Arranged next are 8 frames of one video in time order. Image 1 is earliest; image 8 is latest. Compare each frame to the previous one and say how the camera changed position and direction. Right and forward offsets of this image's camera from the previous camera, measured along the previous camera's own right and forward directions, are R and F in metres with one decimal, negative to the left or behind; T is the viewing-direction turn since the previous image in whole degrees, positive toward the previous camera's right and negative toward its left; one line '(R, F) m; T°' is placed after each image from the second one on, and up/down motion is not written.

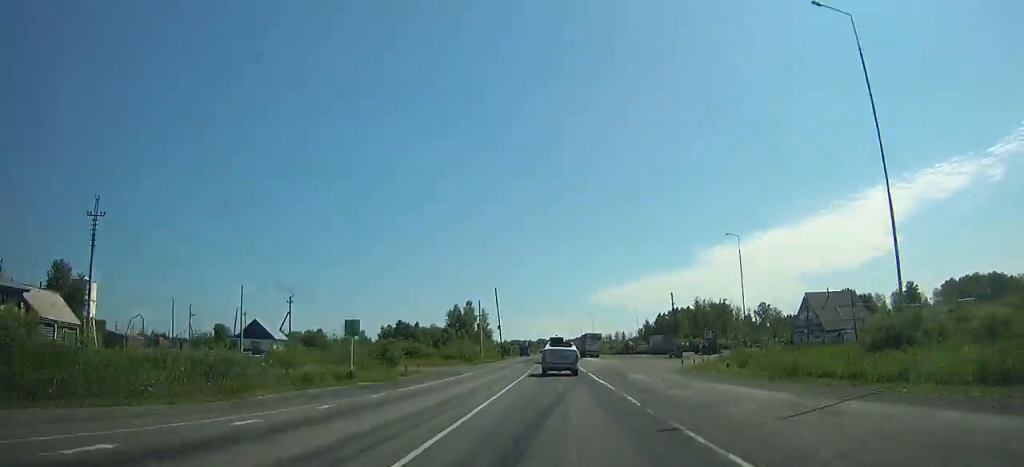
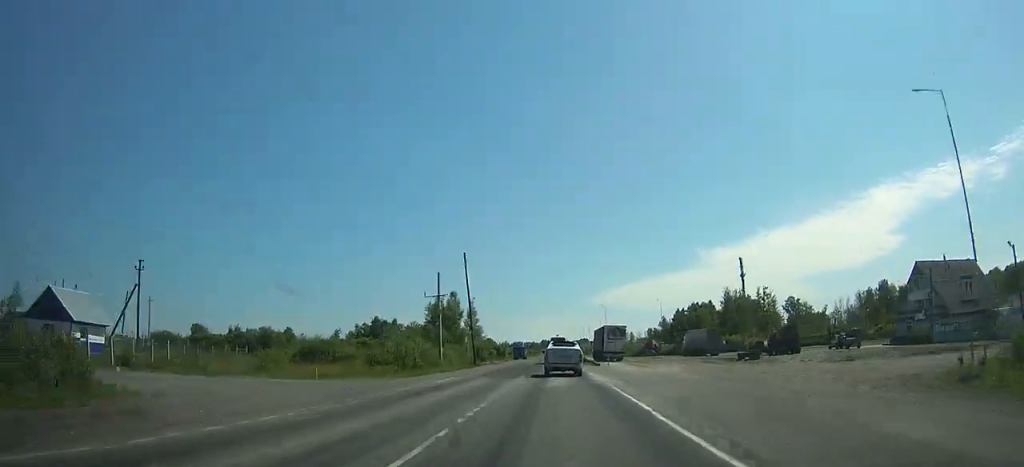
(0.0, +31.7) m; 0°
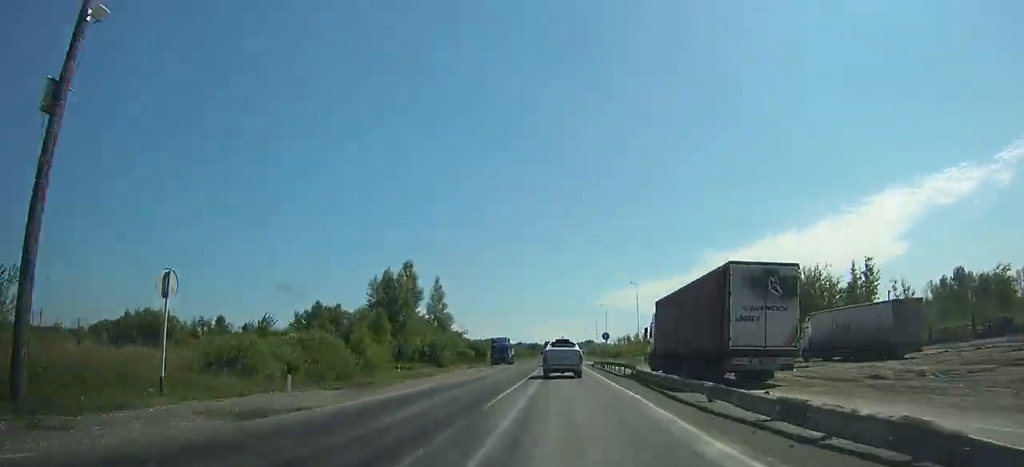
(-0.2, +48.0) m; 0°
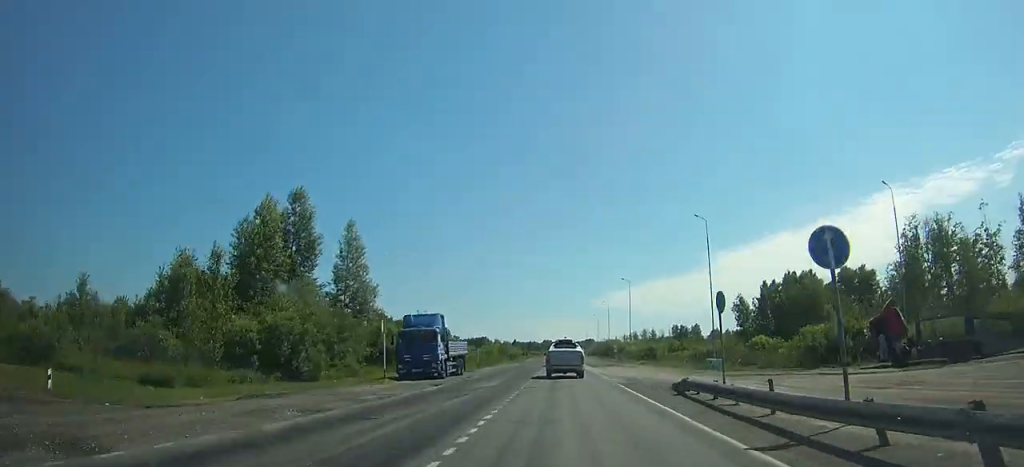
(-0.1, +43.8) m; 0°
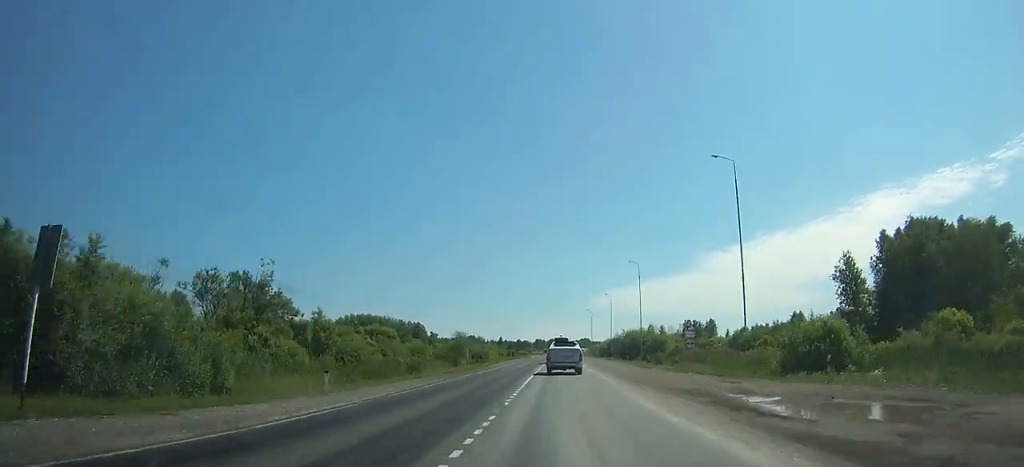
(+0.1, +54.7) m; 0°
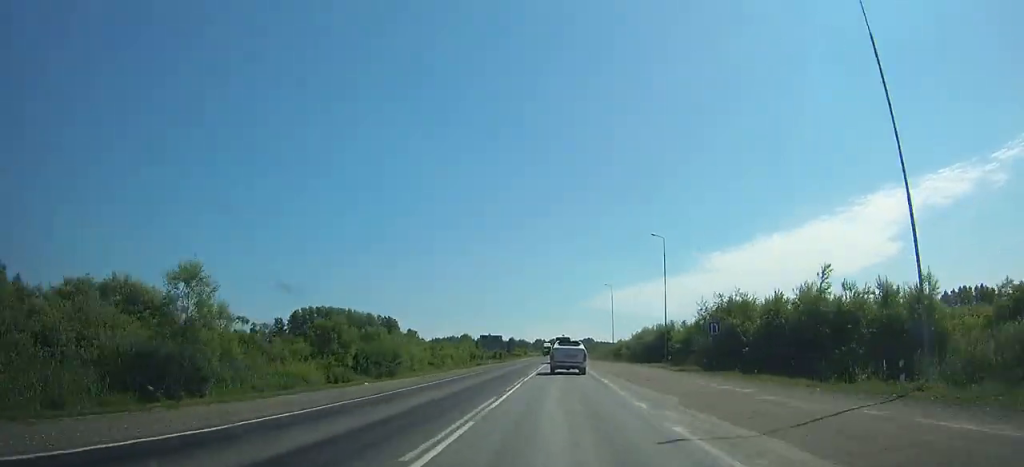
(+0.2, +54.9) m; 0°
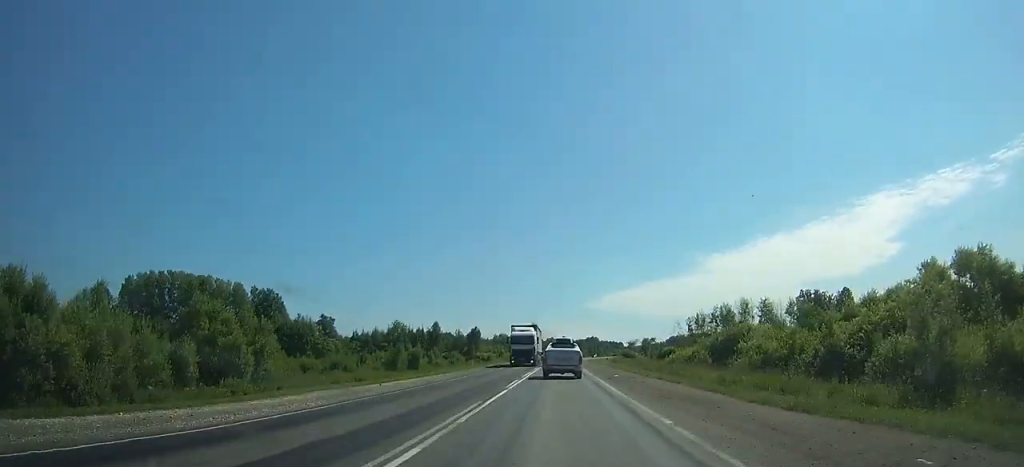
(0.0, +108.6) m; 0°
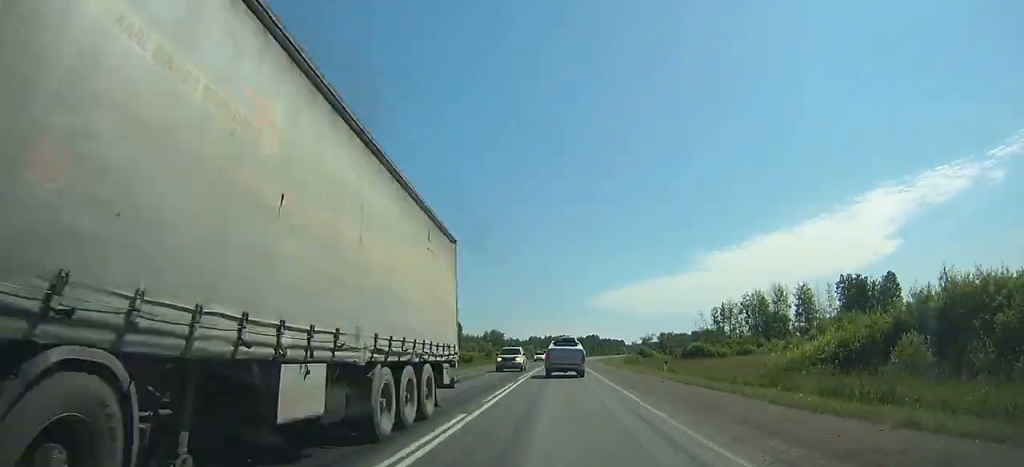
(0.0, +27.7) m; 0°
